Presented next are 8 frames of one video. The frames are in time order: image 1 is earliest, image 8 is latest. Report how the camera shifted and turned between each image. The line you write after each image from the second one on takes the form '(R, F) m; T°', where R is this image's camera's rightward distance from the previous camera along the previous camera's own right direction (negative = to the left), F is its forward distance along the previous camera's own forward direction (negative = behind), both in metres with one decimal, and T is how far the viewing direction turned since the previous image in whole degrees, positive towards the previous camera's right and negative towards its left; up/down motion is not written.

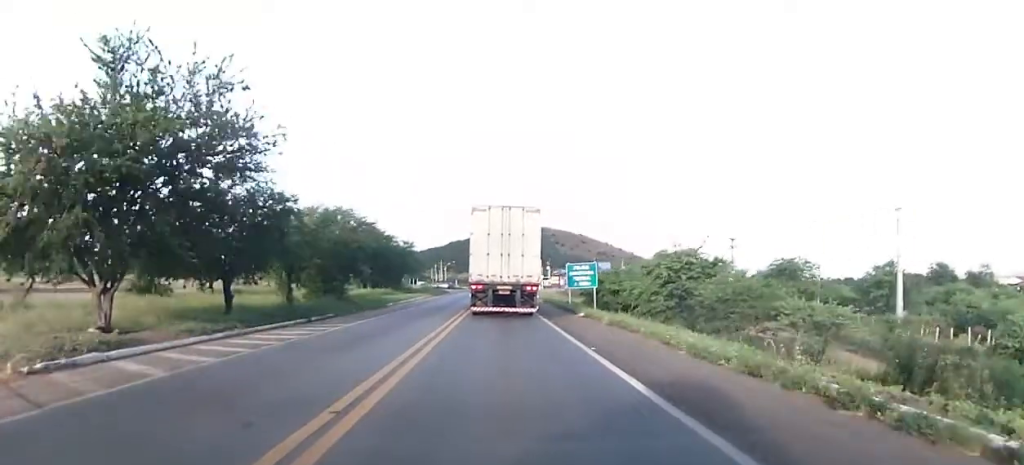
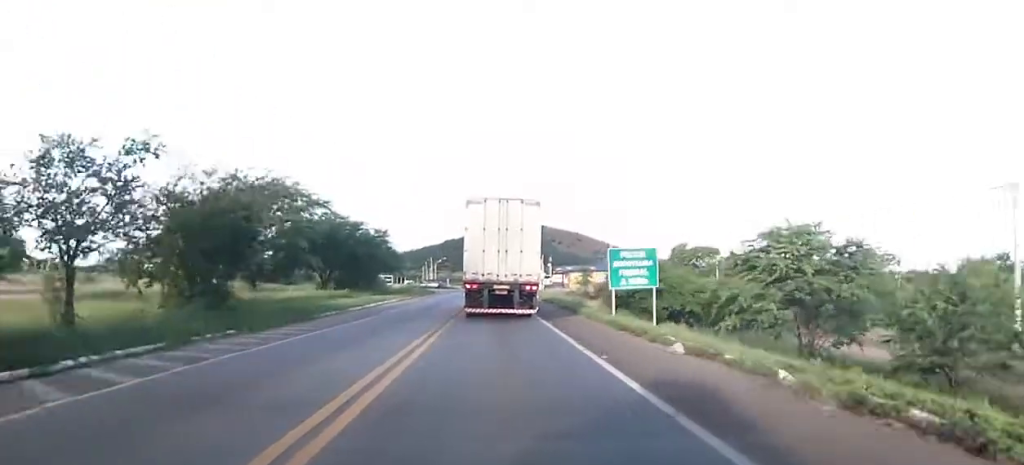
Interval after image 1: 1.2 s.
(+0.2, +17.7) m; +1°
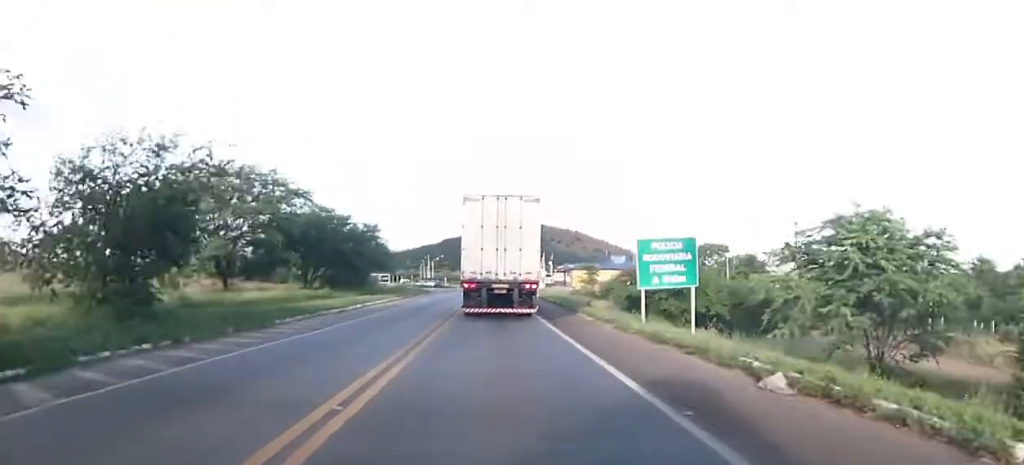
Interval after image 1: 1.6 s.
(+0.1, +5.5) m; 0°
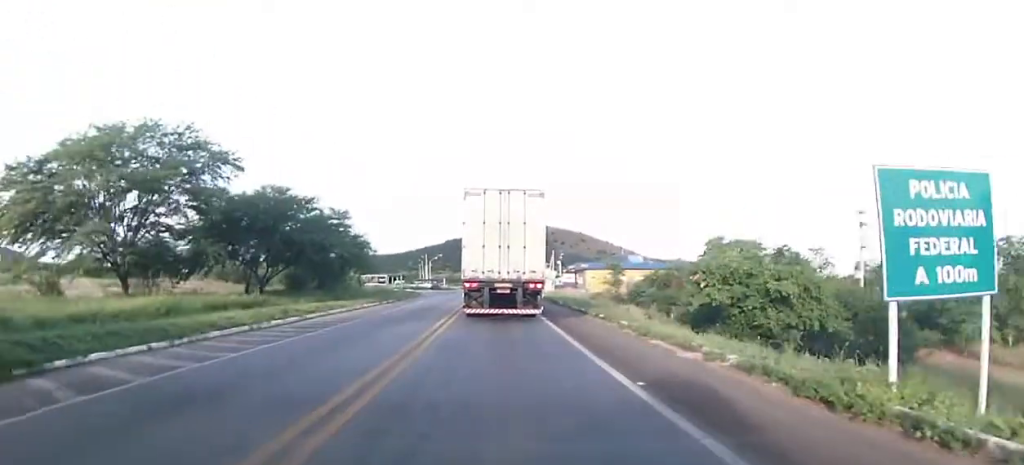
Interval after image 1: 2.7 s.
(-0.5, +13.8) m; -1°
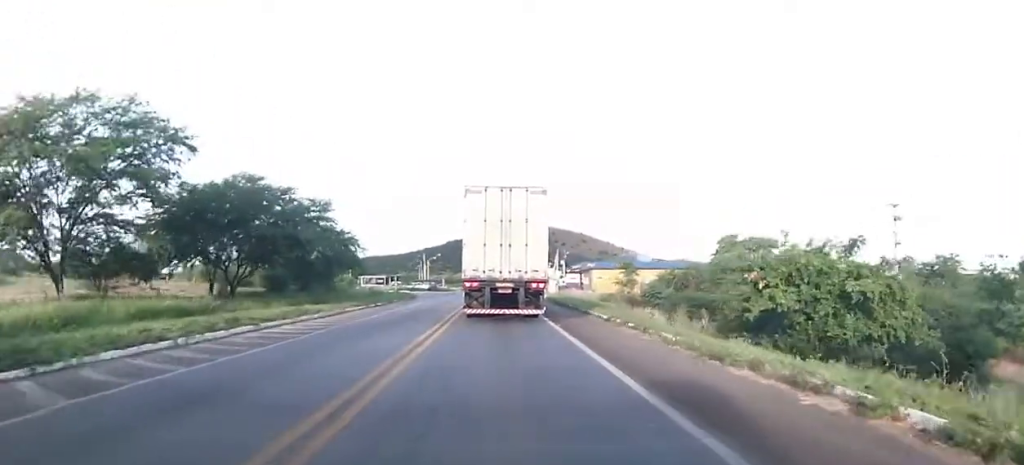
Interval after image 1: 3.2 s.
(+0.1, +5.7) m; 0°
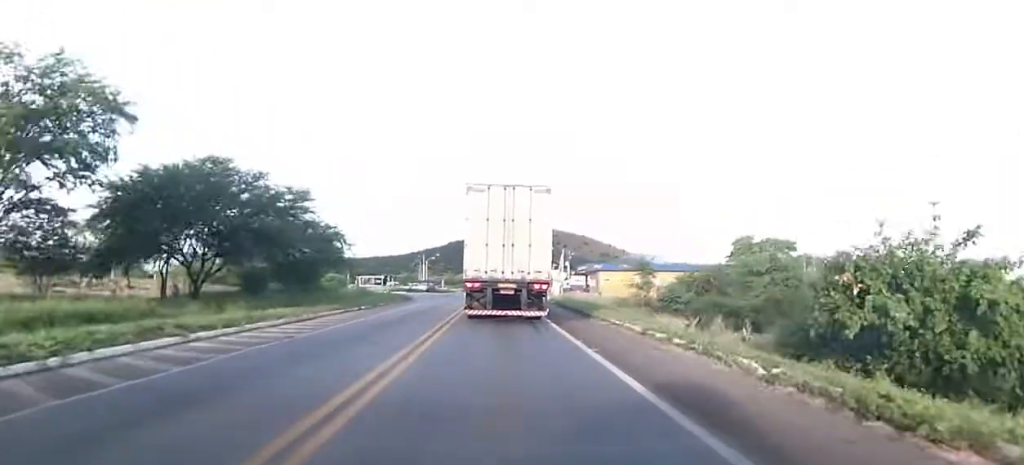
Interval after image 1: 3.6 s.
(0.0, +5.7) m; 0°
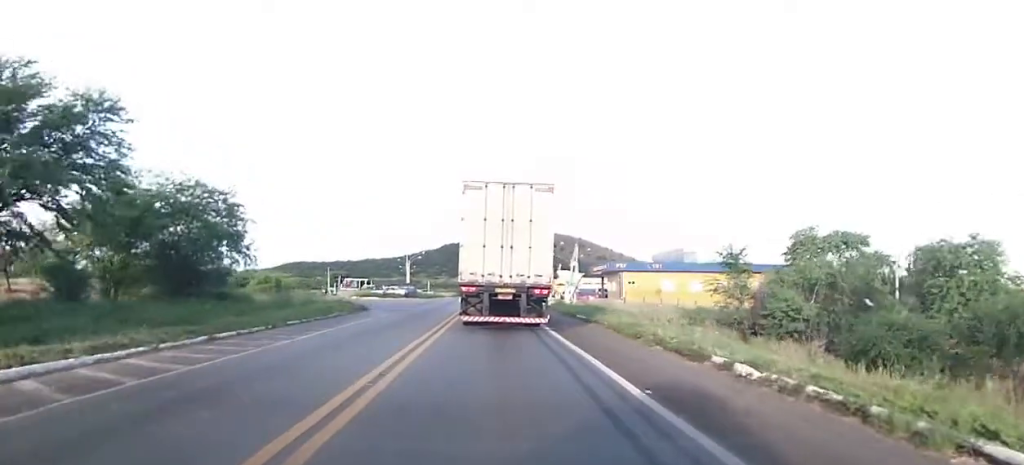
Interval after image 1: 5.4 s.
(0.0, +20.7) m; +1°
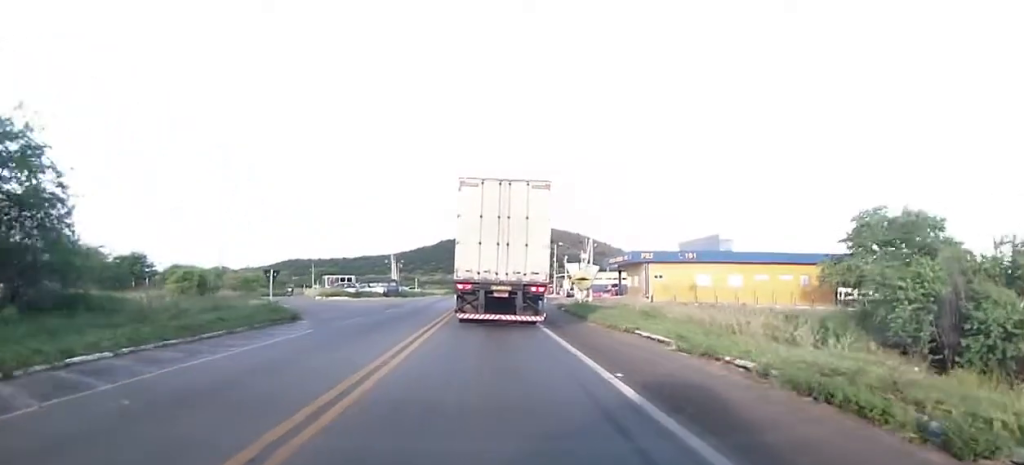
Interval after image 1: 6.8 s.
(+0.1, +14.6) m; 0°
